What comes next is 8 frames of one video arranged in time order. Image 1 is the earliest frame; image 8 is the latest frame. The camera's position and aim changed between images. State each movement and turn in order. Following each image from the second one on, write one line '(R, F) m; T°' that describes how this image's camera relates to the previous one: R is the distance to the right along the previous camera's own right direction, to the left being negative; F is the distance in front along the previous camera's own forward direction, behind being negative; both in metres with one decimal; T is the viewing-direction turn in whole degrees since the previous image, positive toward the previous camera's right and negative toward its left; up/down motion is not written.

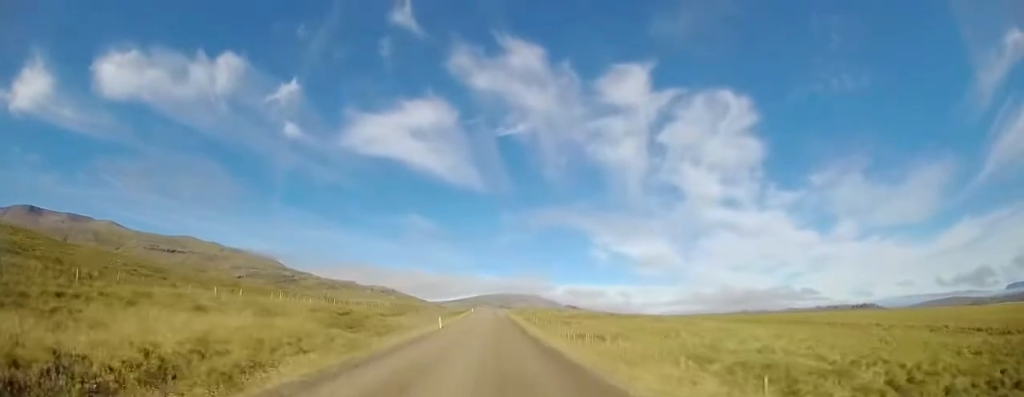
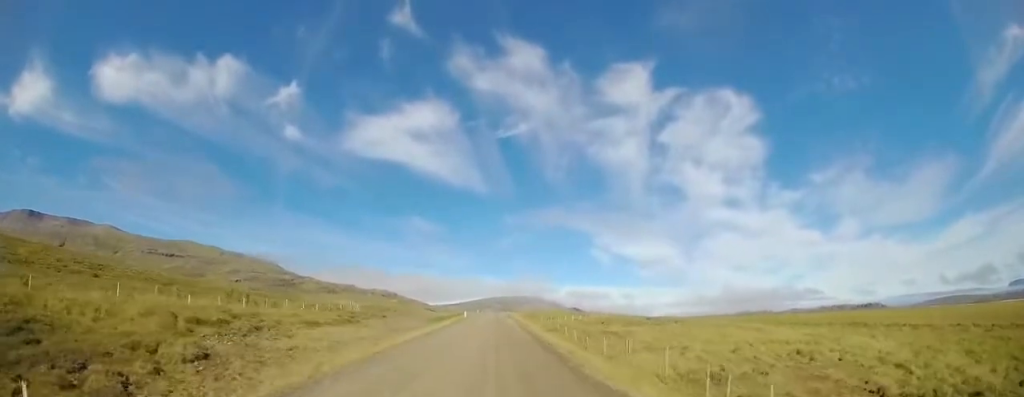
(-0.2, +25.7) m; 0°
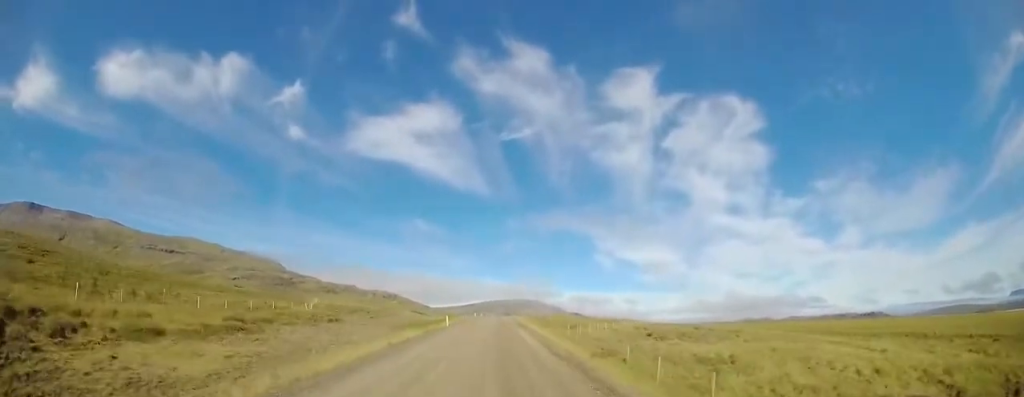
(+0.1, +20.8) m; +1°
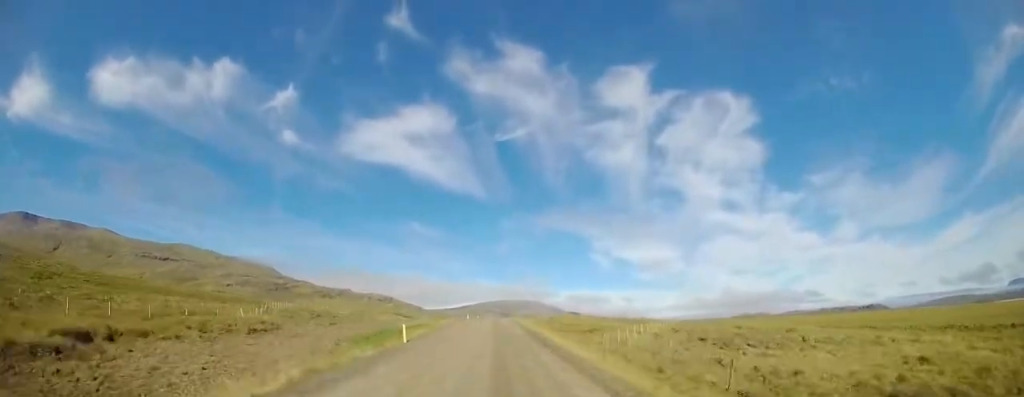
(+0.2, +13.6) m; 0°
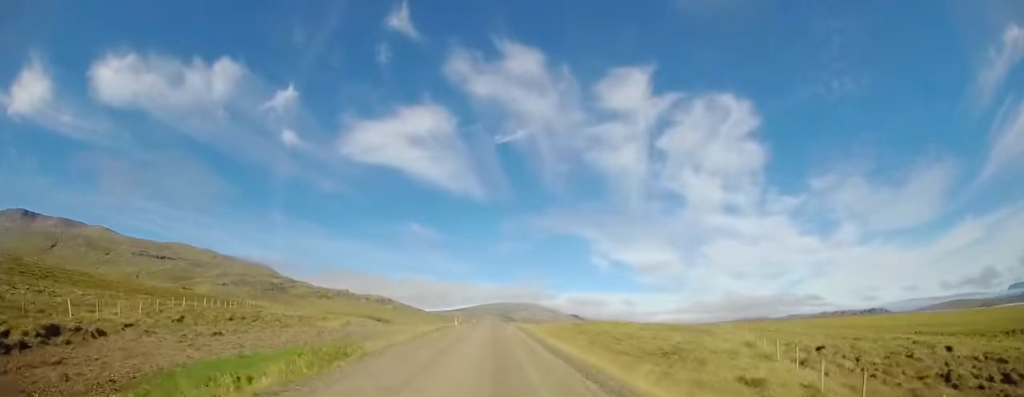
(-0.1, +20.2) m; -1°
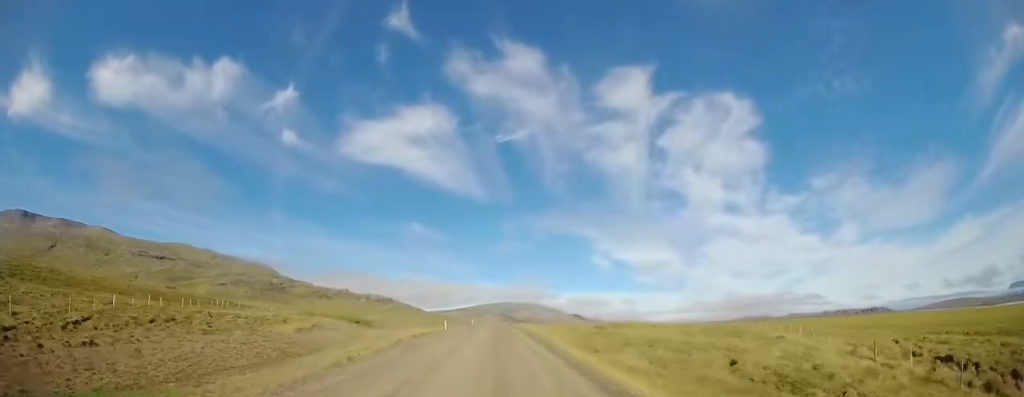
(0.0, +10.9) m; 0°
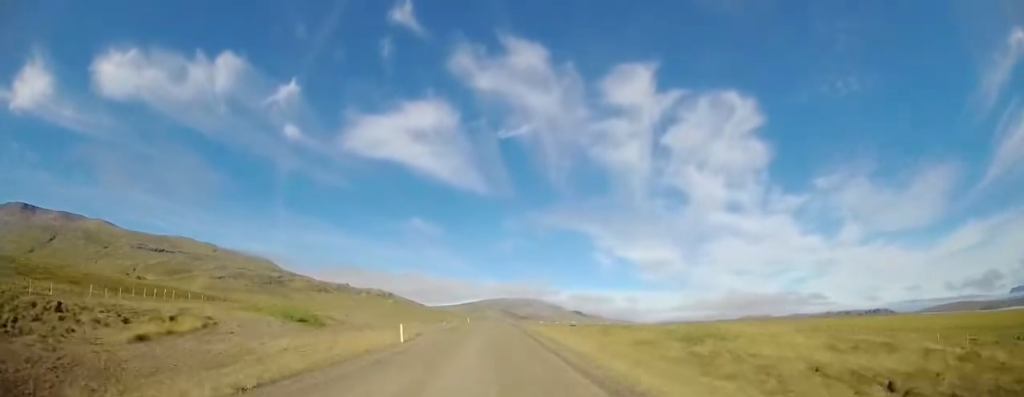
(0.0, +17.5) m; 0°
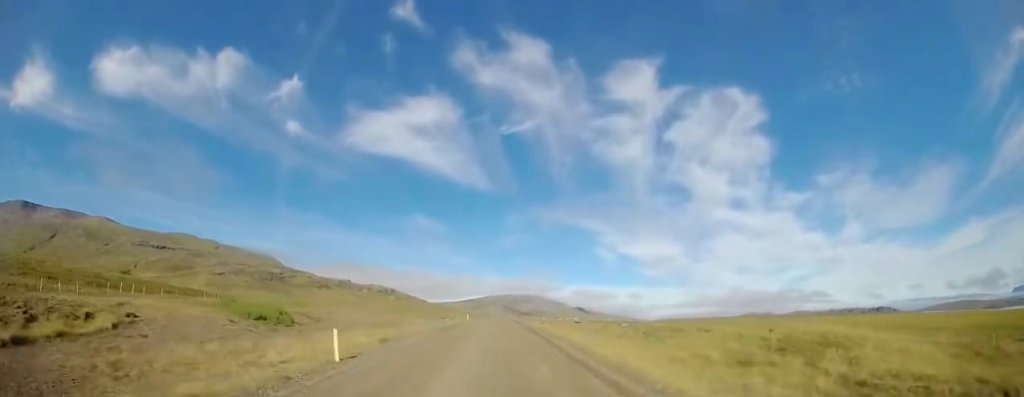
(0.0, +8.2) m; 0°
